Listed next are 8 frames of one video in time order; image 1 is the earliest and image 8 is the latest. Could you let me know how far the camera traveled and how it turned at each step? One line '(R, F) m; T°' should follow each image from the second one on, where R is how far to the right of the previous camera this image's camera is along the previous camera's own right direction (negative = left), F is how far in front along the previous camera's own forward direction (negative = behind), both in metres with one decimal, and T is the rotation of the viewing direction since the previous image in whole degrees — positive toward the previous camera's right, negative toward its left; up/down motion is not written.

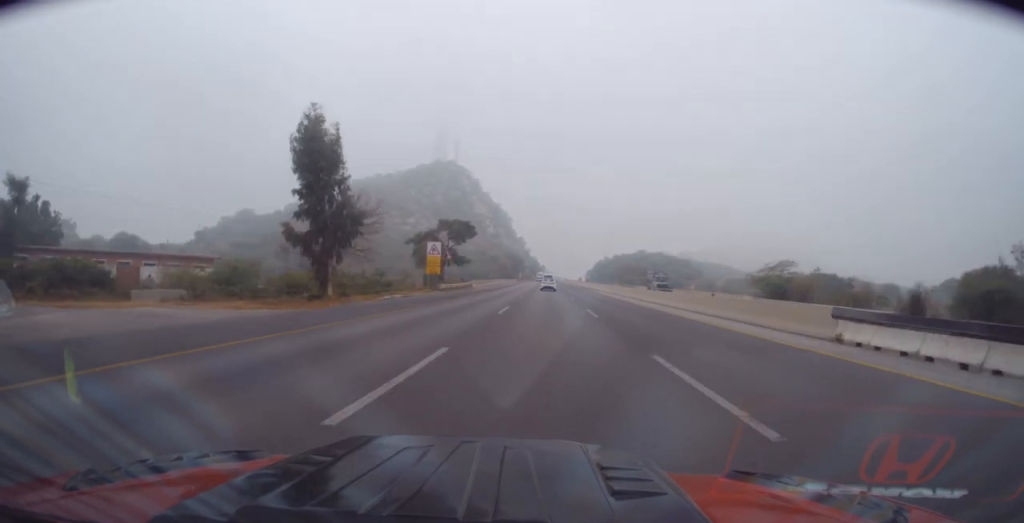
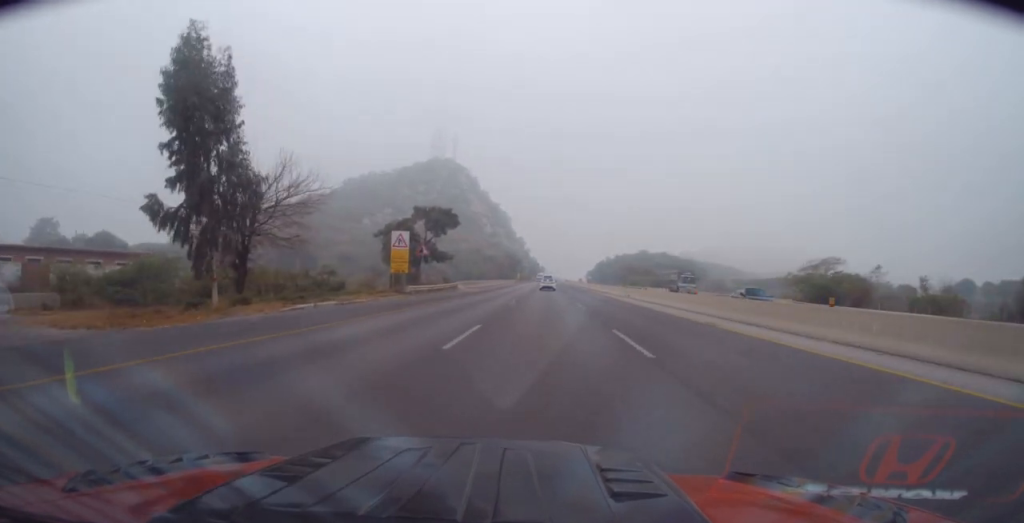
(-0.1, +12.2) m; 0°
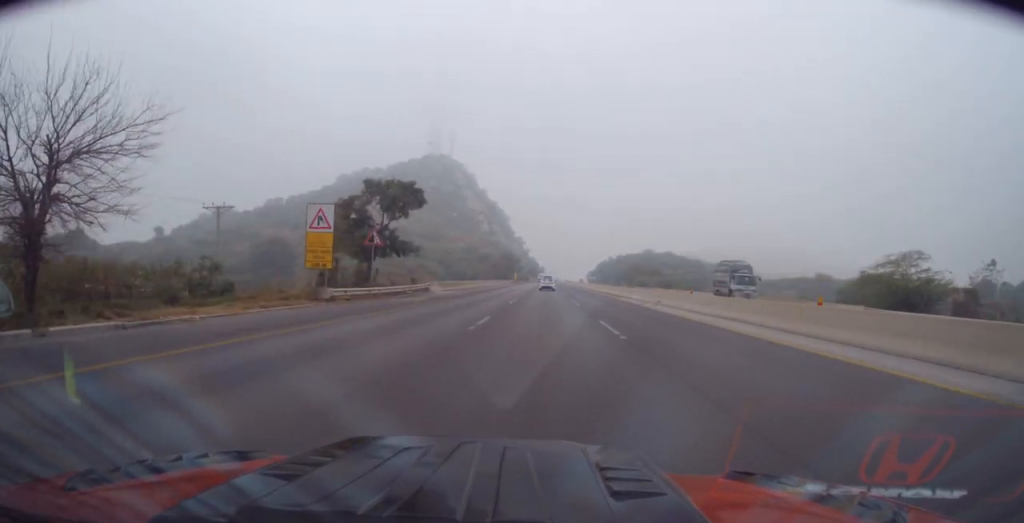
(0.0, +14.6) m; +1°
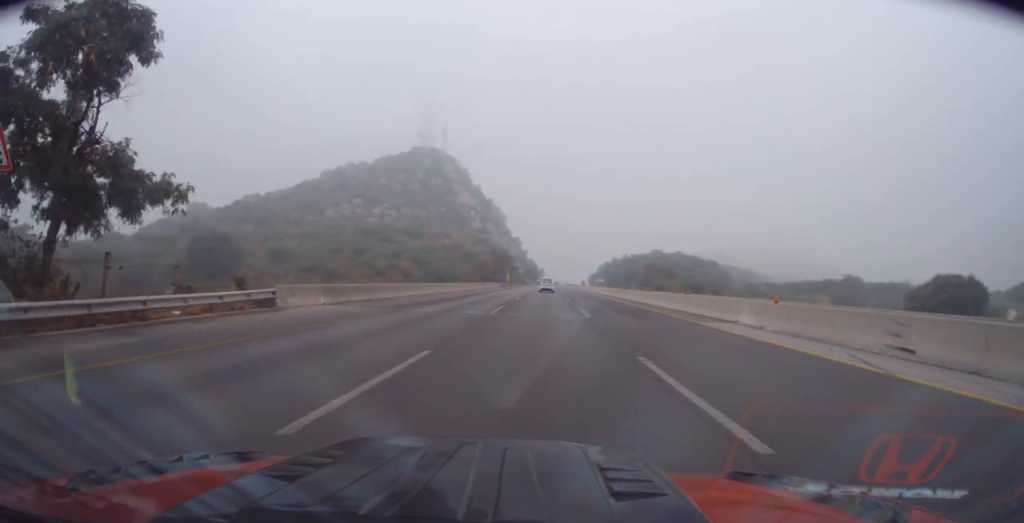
(+0.6, +27.6) m; +1°
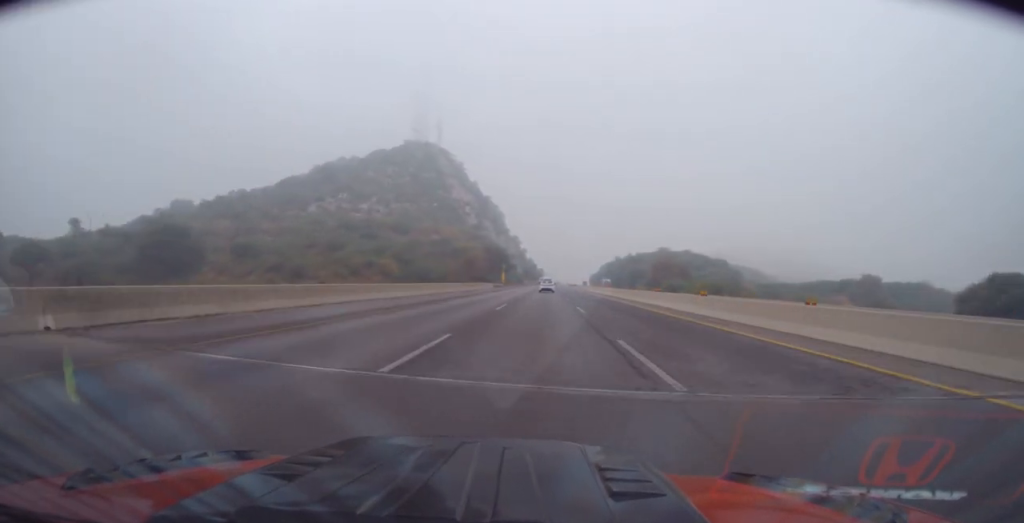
(-0.1, +15.4) m; 0°
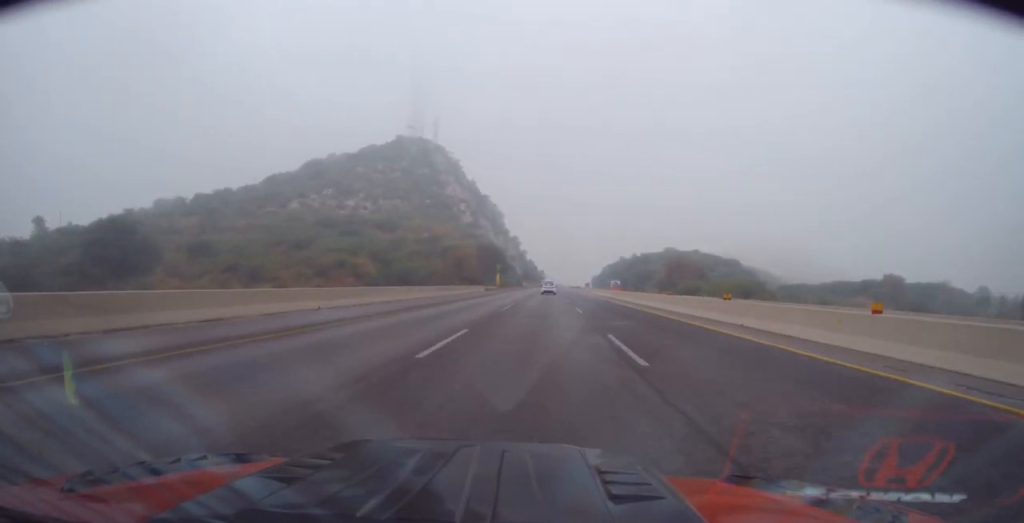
(-0.3, +15.4) m; 0°
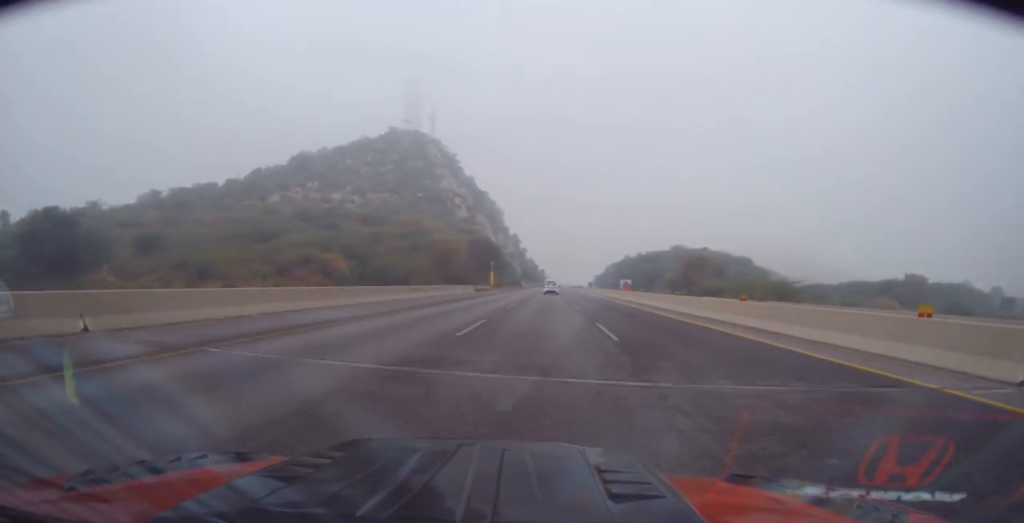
(+0.2, +13.7) m; 0°
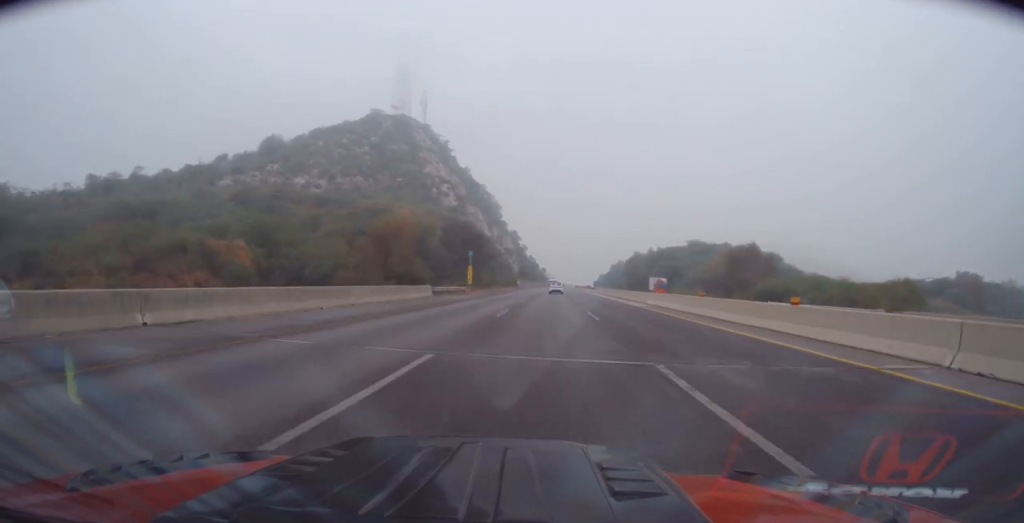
(-0.1, +28.1) m; 0°
